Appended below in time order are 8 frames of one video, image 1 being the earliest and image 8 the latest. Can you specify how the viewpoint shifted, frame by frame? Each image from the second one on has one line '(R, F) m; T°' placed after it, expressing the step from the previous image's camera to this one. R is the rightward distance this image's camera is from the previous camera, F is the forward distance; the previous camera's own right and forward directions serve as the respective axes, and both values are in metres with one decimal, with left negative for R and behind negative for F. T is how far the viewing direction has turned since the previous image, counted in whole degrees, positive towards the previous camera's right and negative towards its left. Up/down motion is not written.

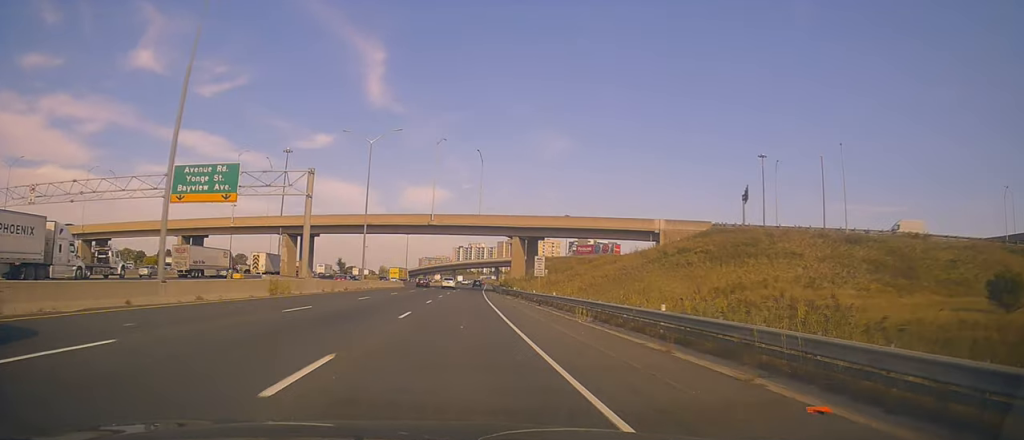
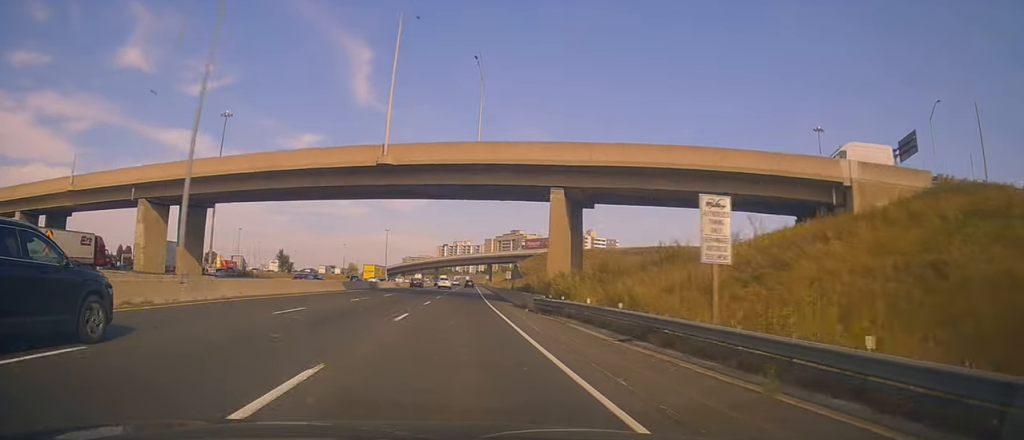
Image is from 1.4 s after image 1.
(0.0, +37.6) m; 0°
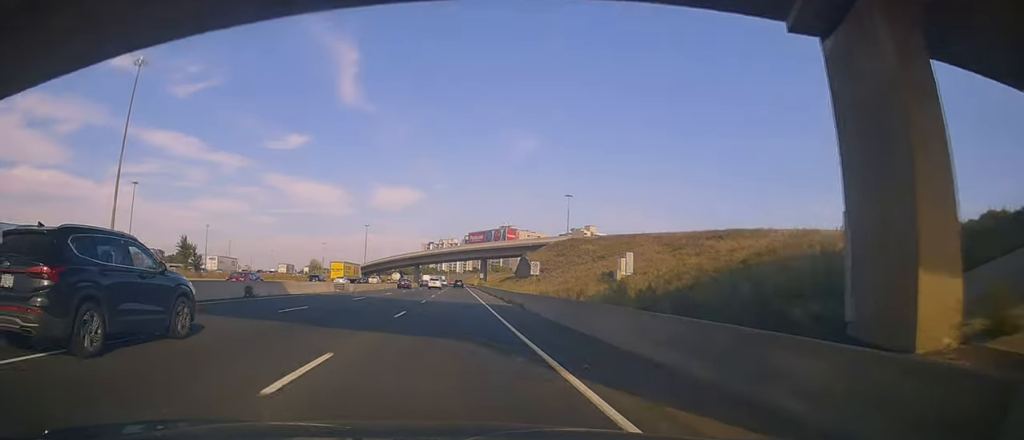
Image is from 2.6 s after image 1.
(0.0, +35.4) m; +1°
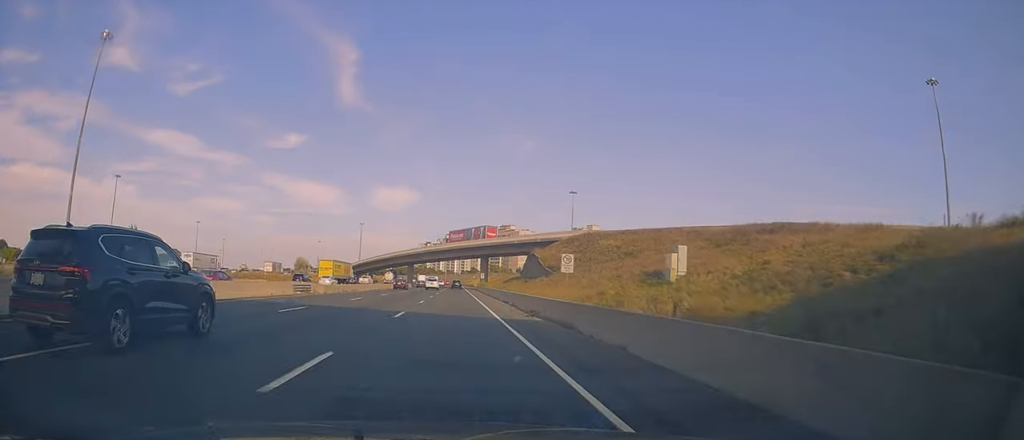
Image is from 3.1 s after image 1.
(-0.1, +12.2) m; +1°
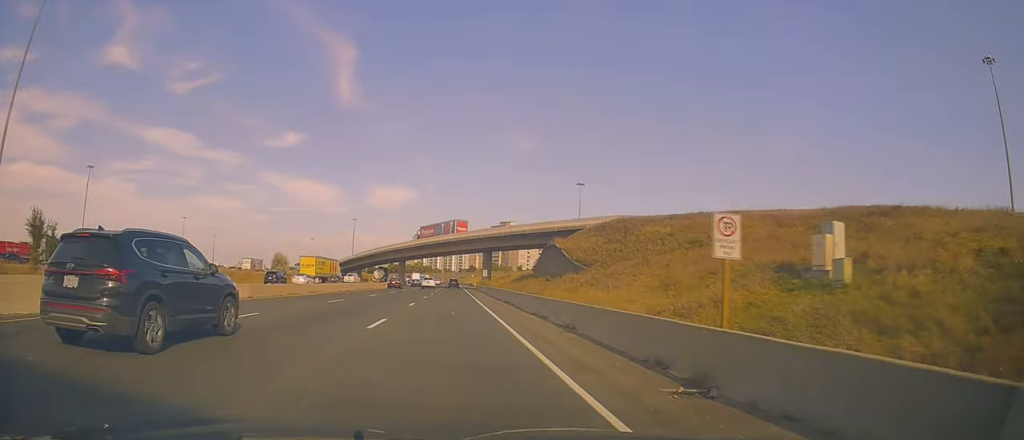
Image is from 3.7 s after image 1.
(+0.3, +16.9) m; +1°
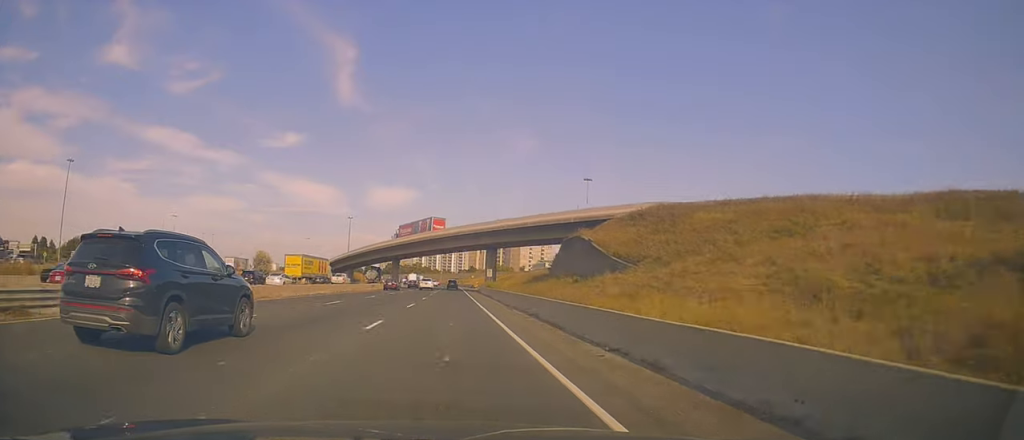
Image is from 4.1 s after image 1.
(+0.1, +12.2) m; 0°
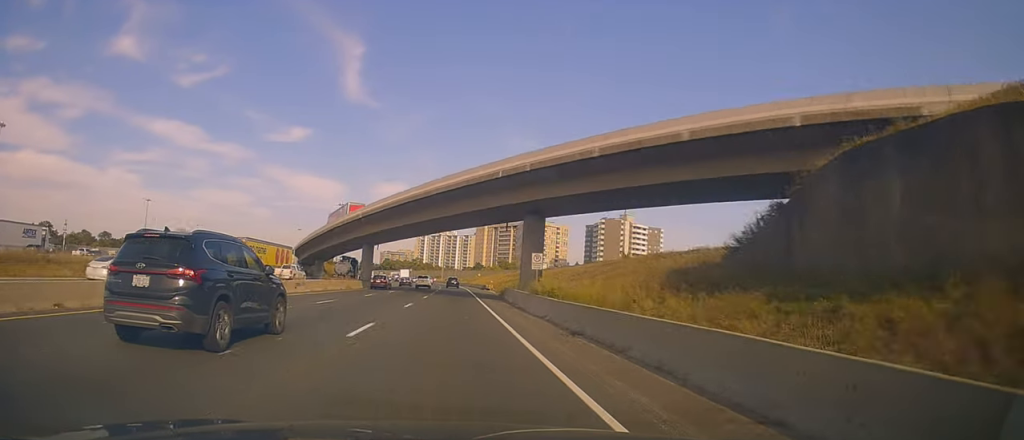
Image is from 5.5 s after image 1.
(0.0, +40.0) m; 0°
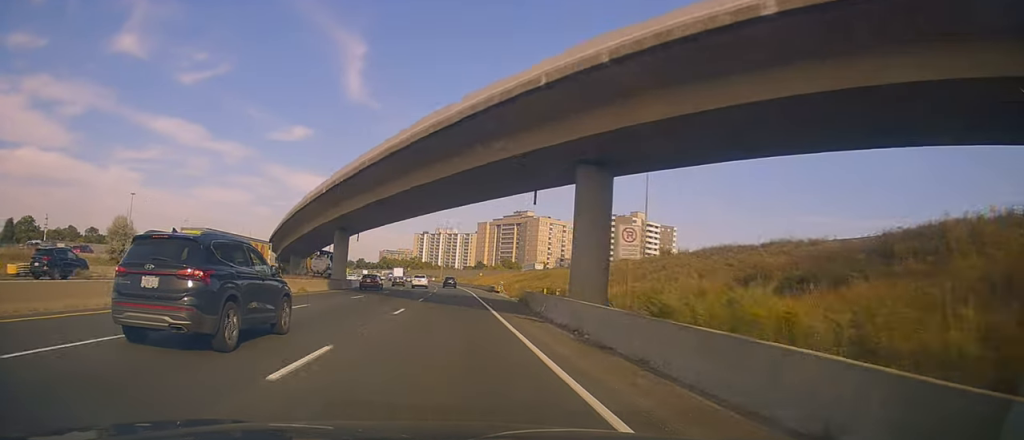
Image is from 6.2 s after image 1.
(0.0, +18.2) m; 0°
